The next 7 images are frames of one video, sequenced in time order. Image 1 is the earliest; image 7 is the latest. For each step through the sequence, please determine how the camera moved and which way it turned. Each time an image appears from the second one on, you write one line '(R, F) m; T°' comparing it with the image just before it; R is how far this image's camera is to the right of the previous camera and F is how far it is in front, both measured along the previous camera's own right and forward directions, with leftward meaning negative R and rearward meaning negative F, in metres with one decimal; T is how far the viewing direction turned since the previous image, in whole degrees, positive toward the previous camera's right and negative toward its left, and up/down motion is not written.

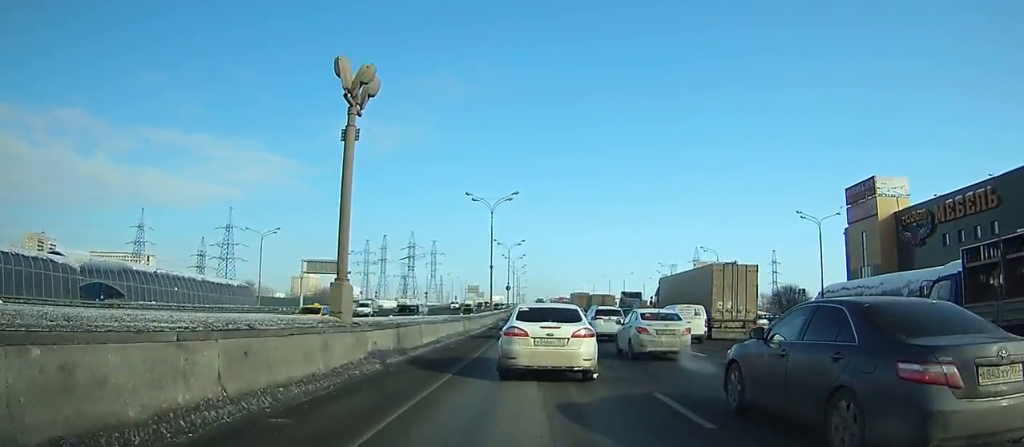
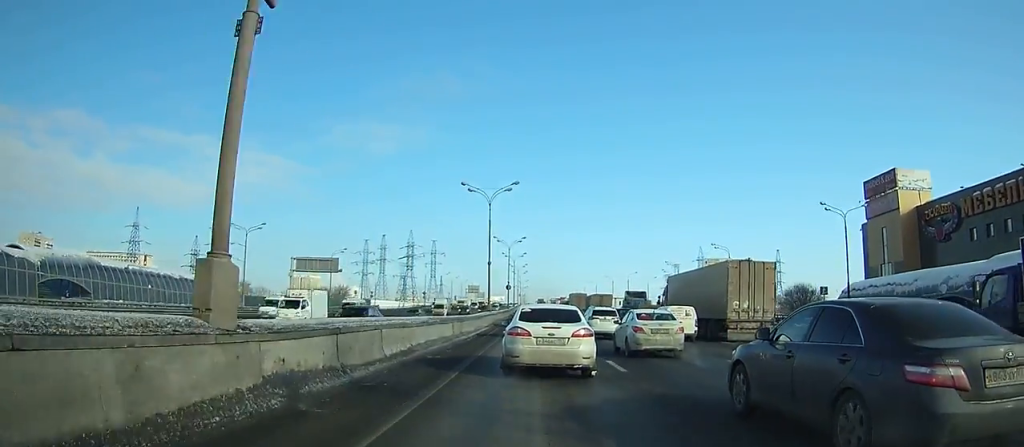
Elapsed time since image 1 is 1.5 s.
(0.0, +6.5) m; 0°
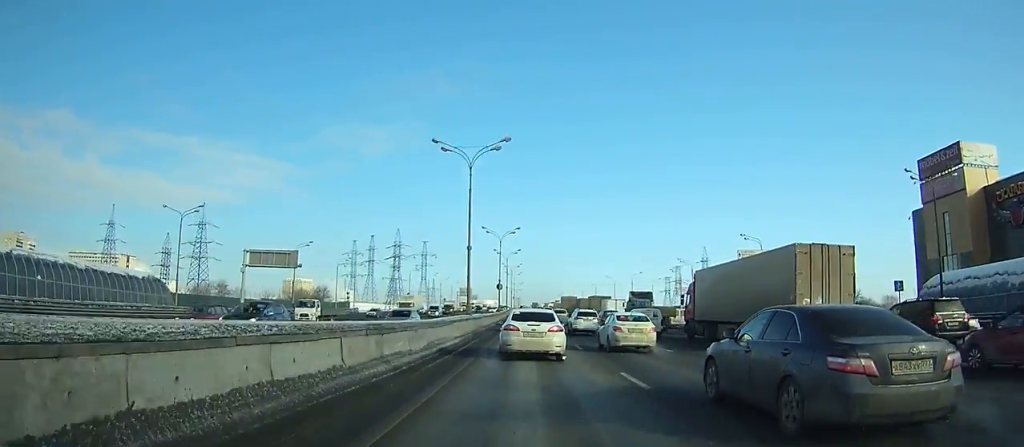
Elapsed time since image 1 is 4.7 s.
(0.0, +17.2) m; 0°
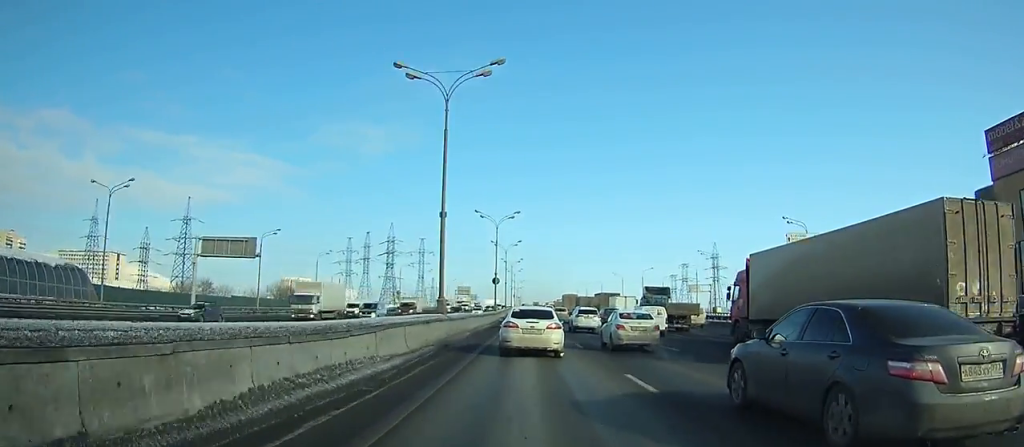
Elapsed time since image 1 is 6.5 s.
(0.0, +11.9) m; 0°
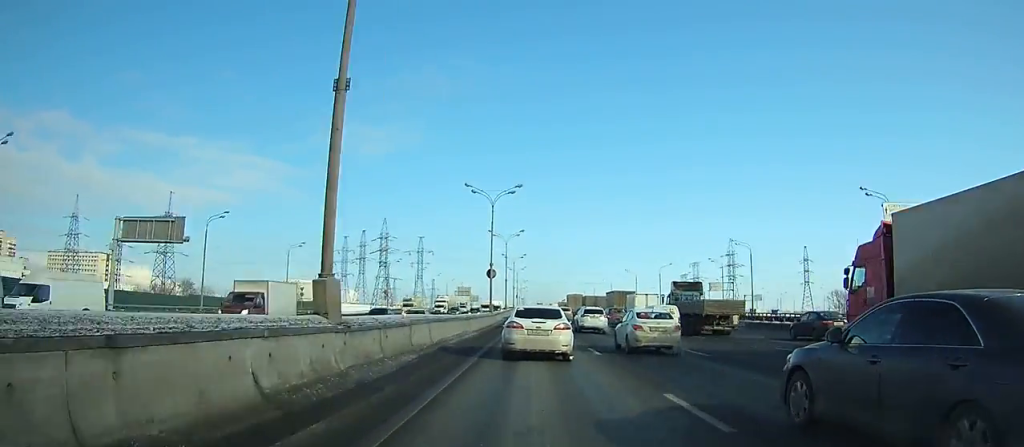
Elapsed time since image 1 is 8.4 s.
(-0.1, +14.0) m; 0°
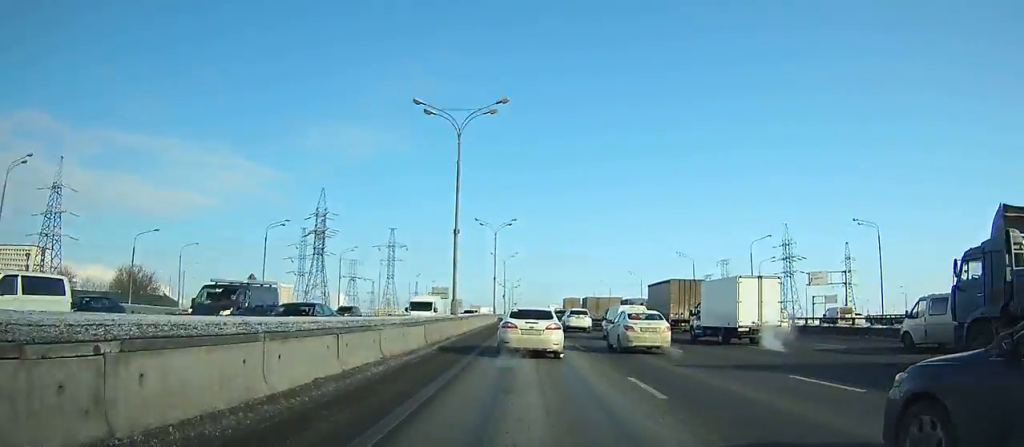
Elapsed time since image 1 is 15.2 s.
(+0.4, +60.8) m; +1°
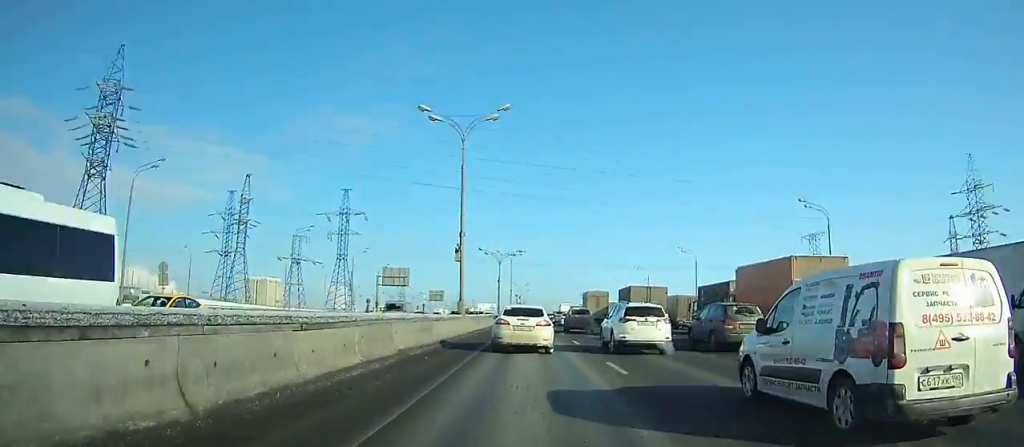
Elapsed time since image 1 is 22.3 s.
(-1.3, +76.0) m; -2°
